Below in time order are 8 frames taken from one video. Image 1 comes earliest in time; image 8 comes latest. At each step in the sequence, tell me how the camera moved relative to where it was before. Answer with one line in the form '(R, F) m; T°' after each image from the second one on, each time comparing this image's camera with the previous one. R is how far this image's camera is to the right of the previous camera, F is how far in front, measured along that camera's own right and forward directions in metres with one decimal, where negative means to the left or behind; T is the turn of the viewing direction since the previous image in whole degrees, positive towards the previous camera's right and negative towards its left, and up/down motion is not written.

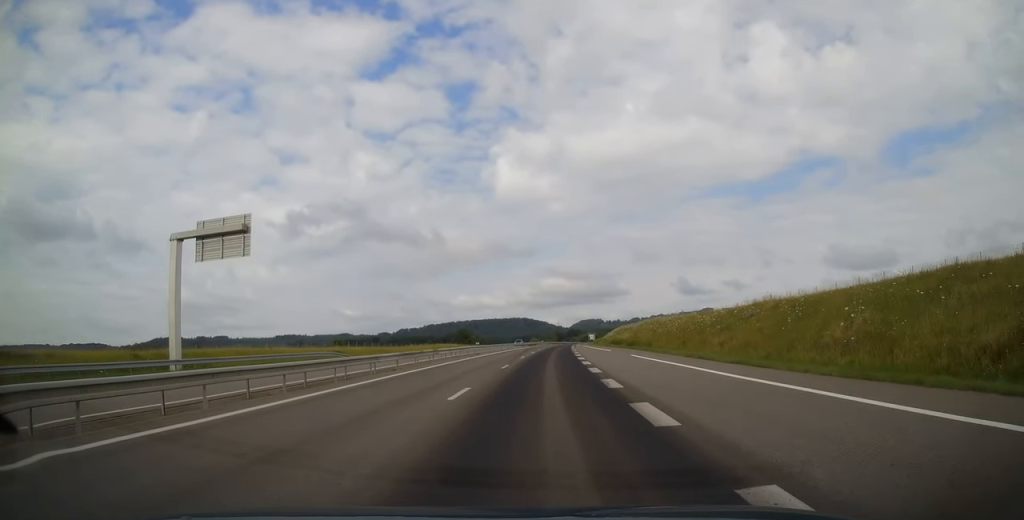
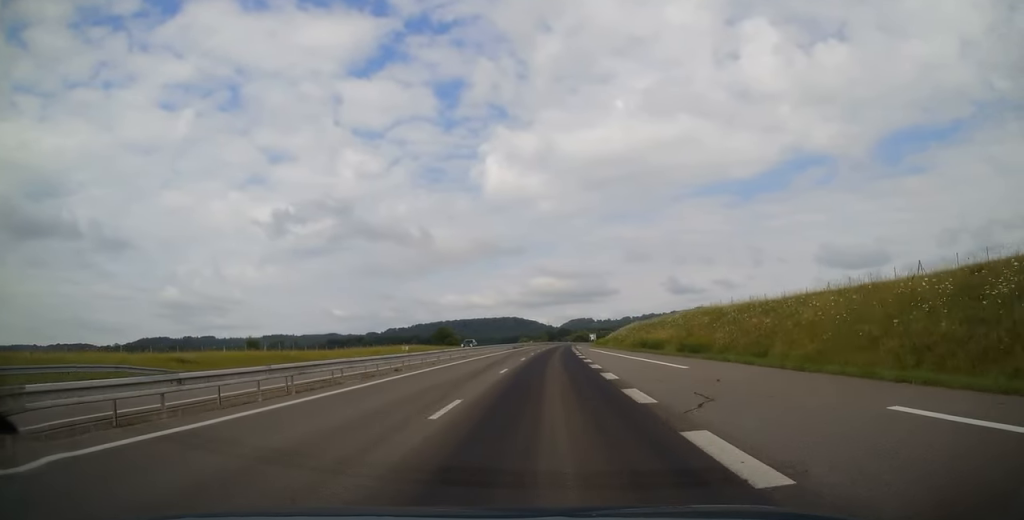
(+0.2, +29.5) m; 0°
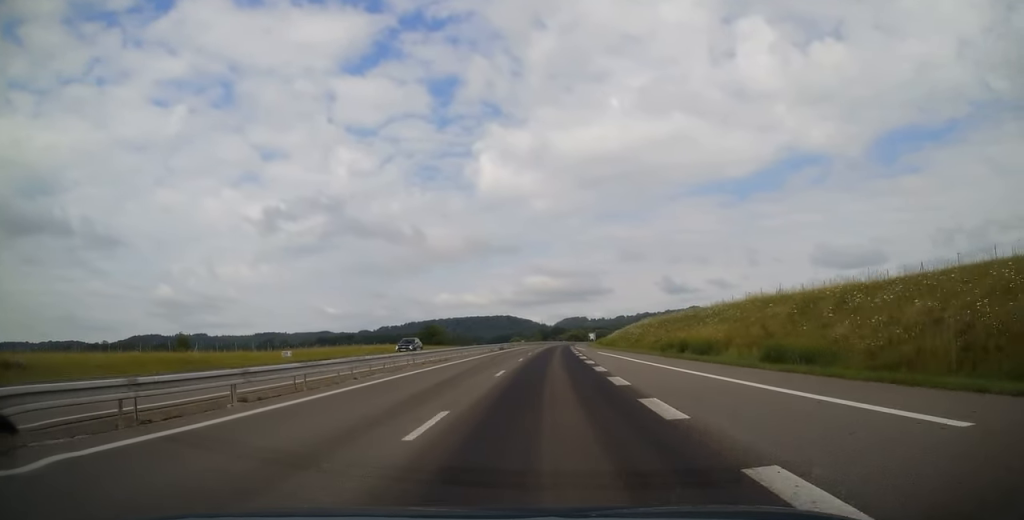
(0.0, +15.2) m; 0°
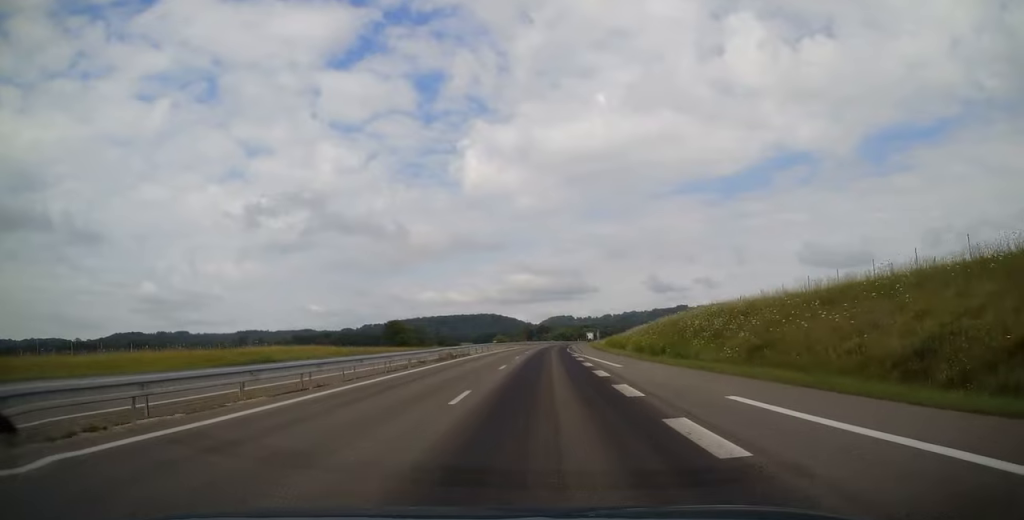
(+0.5, +35.4) m; +2°
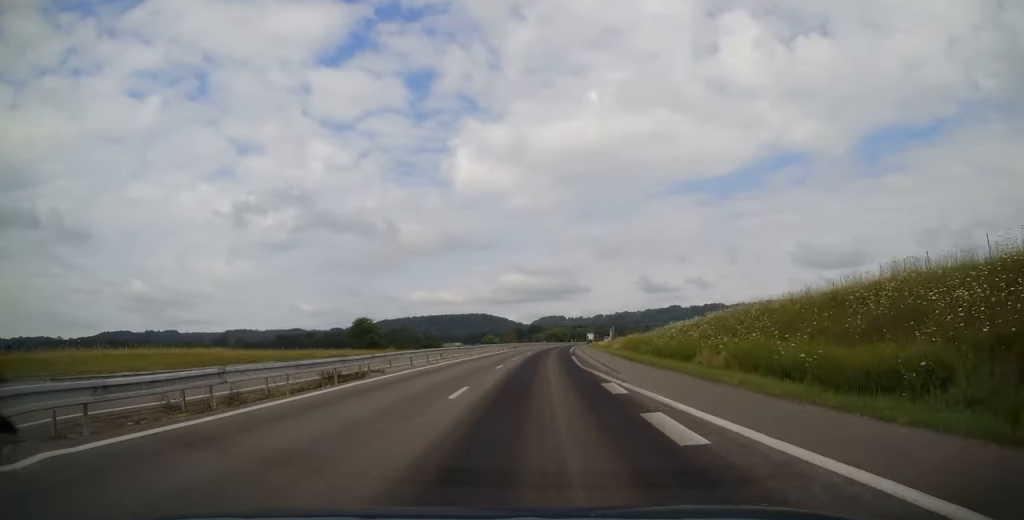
(+0.5, +25.1) m; +1°
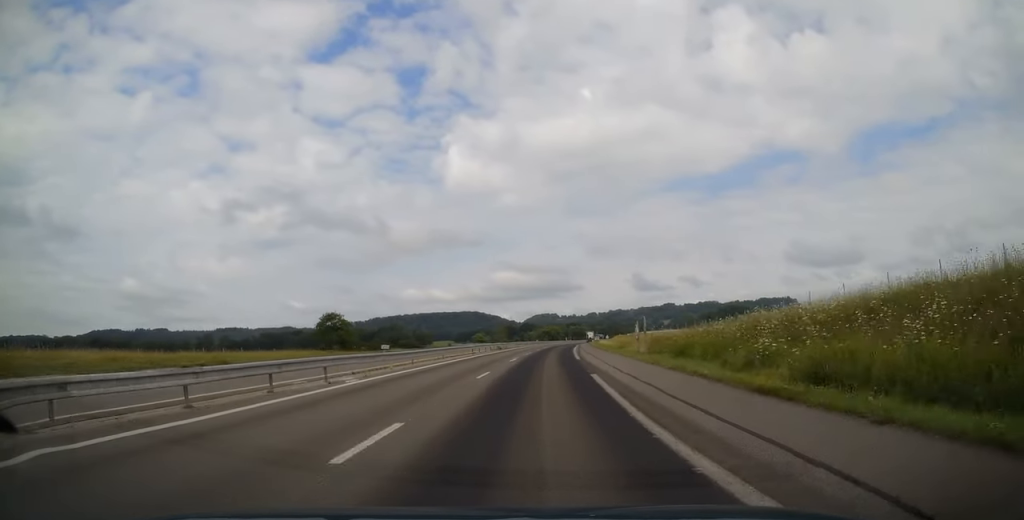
(0.0, +20.2) m; 0°
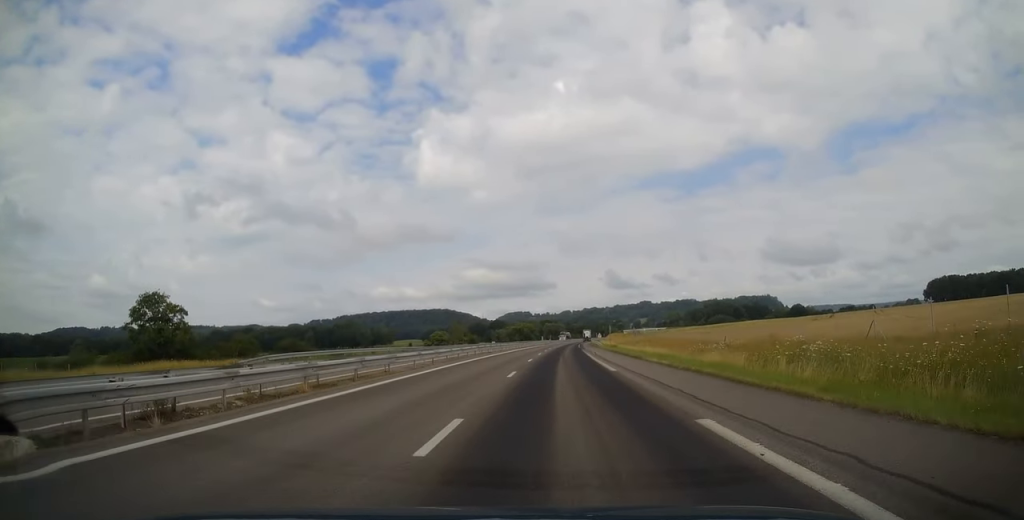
(+1.3, +65.4) m; +4°
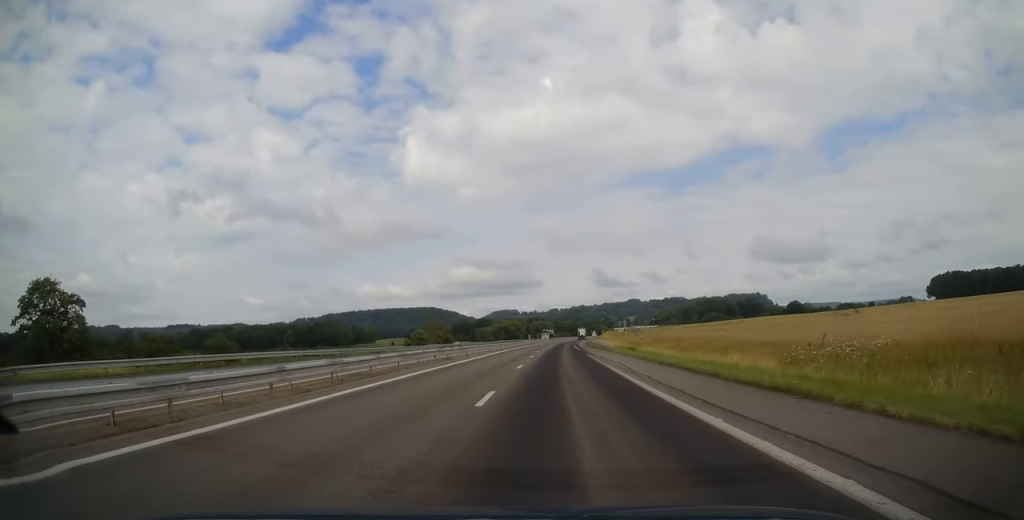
(+0.6, +21.7) m; +1°
